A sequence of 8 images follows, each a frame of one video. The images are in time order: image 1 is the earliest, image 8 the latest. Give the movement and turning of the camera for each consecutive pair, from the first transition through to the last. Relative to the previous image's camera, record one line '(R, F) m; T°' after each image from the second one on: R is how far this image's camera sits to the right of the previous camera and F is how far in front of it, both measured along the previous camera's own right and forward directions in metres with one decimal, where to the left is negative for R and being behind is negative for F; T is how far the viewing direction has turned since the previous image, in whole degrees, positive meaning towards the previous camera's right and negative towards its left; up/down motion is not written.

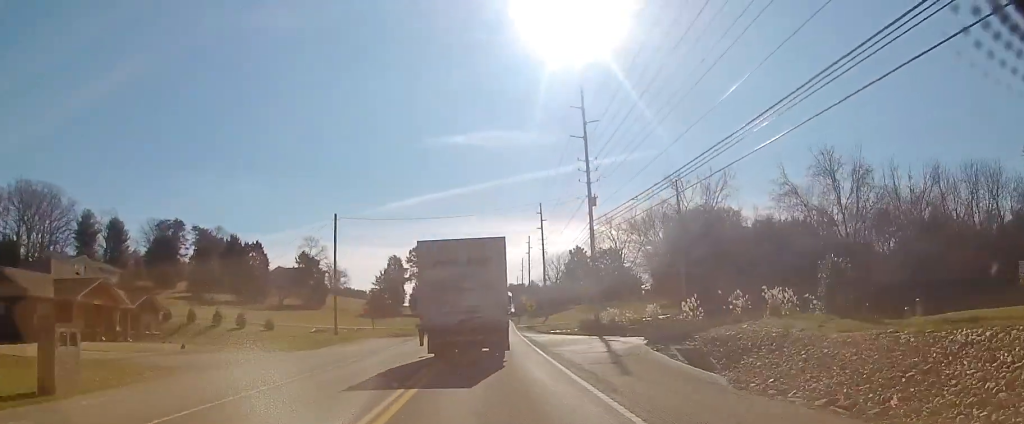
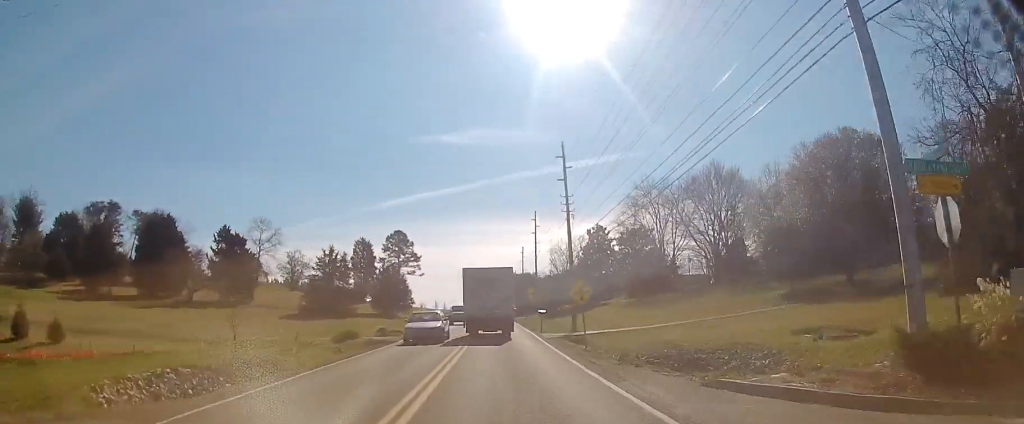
(+0.3, +34.0) m; +2°
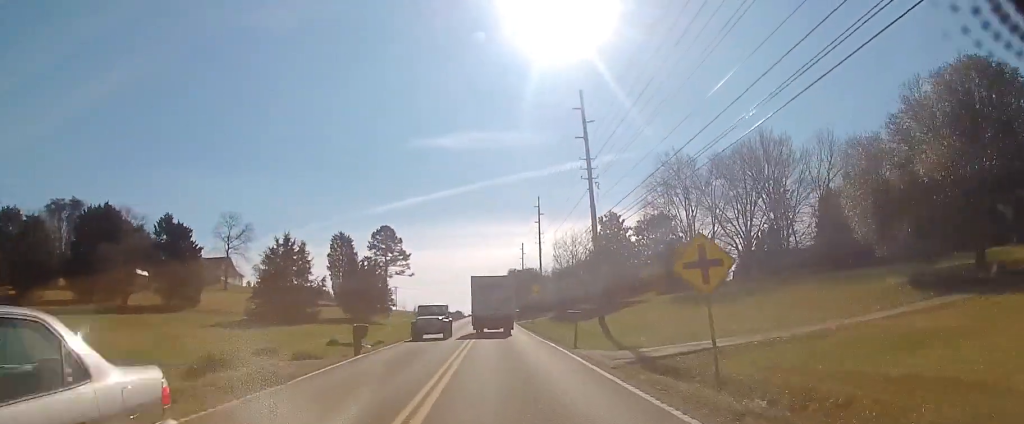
(+0.1, +15.4) m; 0°
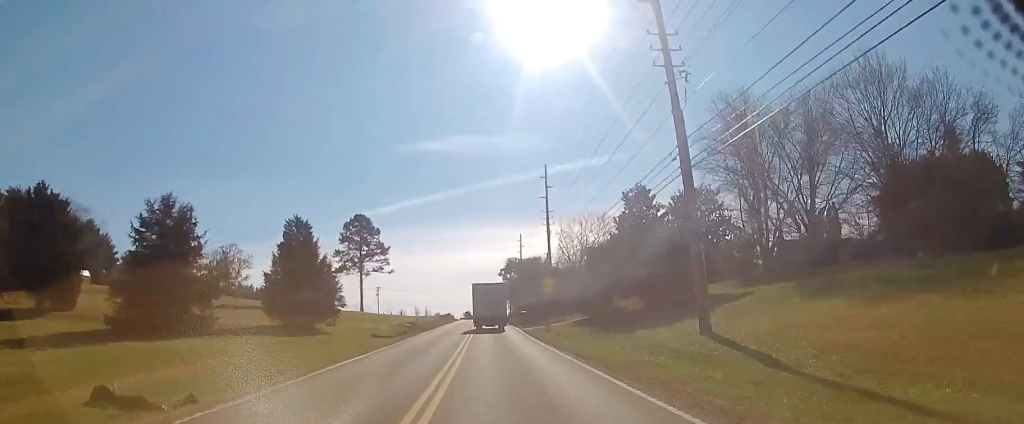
(0.0, +22.3) m; 0°
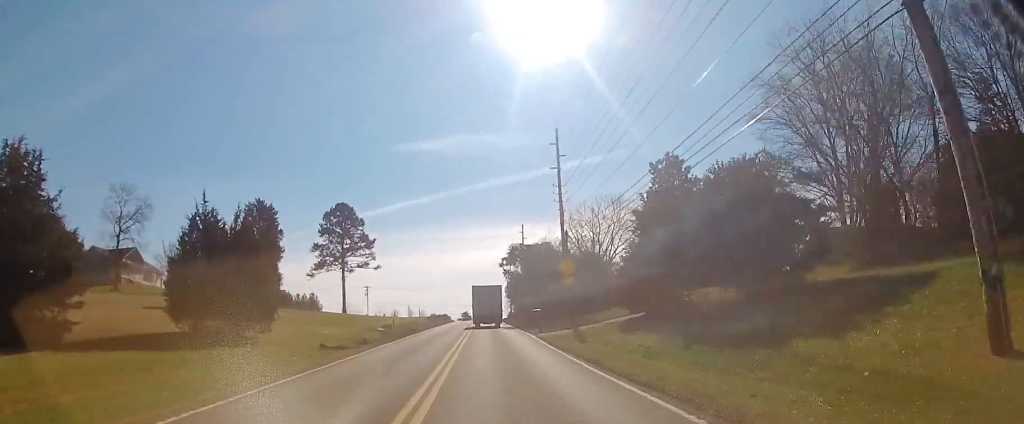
(0.0, +14.6) m; 0°
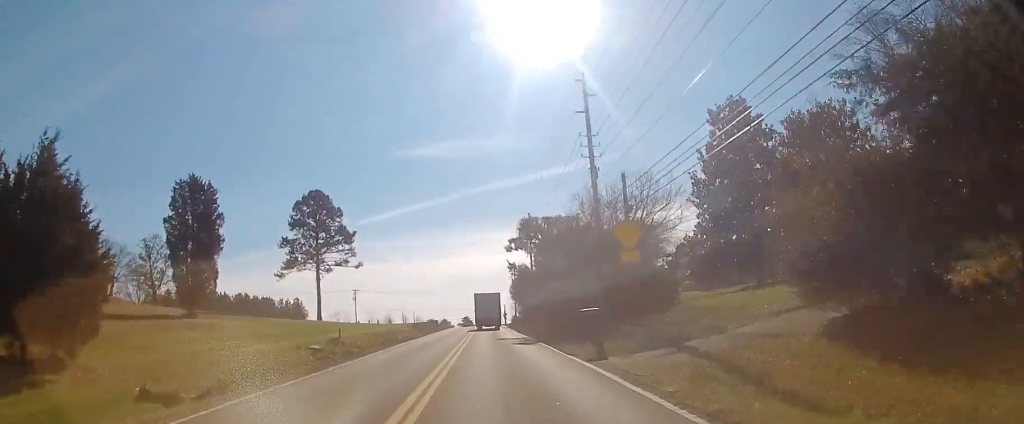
(0.0, +17.9) m; +1°
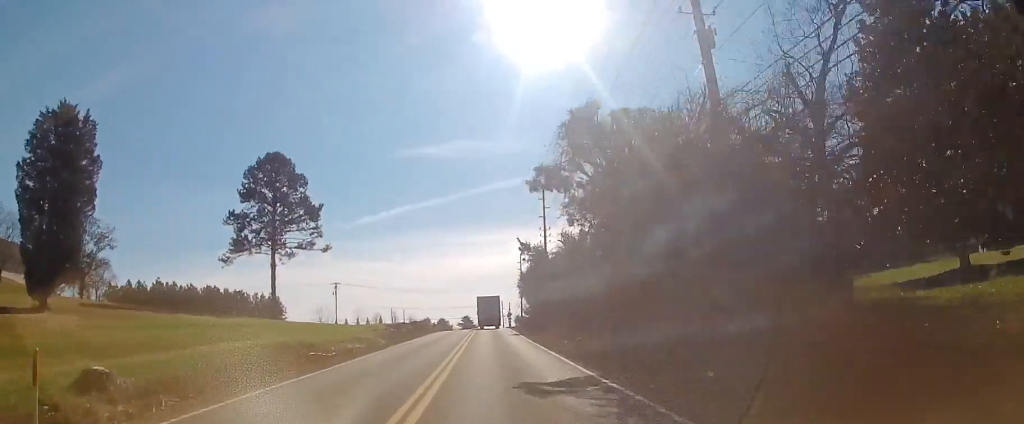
(+0.2, +21.1) m; 0°
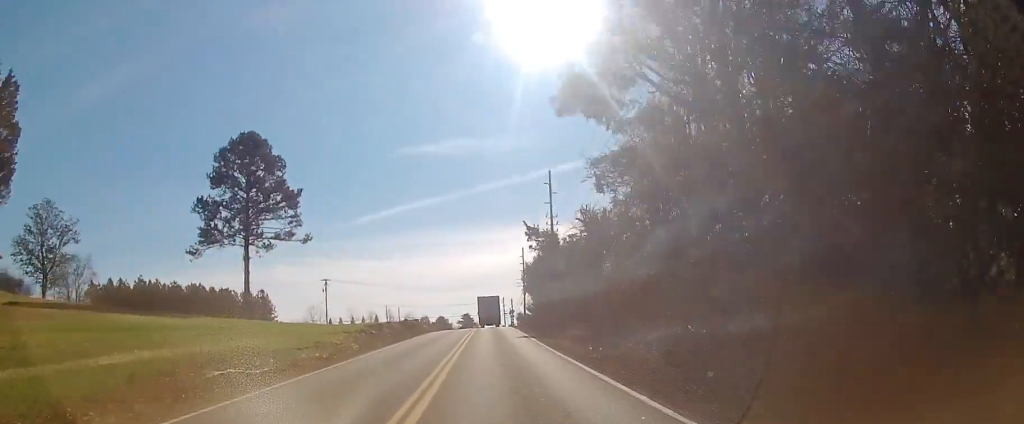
(-0.1, +8.7) m; 0°
